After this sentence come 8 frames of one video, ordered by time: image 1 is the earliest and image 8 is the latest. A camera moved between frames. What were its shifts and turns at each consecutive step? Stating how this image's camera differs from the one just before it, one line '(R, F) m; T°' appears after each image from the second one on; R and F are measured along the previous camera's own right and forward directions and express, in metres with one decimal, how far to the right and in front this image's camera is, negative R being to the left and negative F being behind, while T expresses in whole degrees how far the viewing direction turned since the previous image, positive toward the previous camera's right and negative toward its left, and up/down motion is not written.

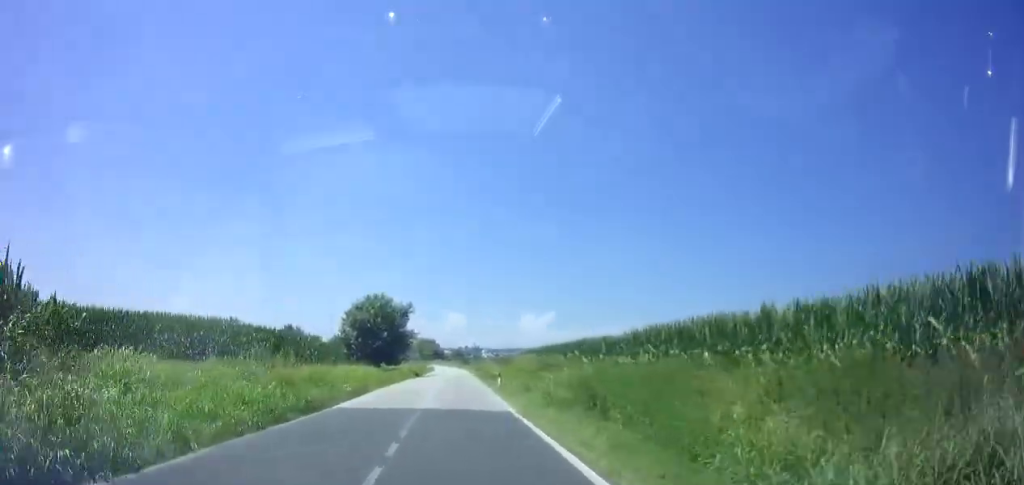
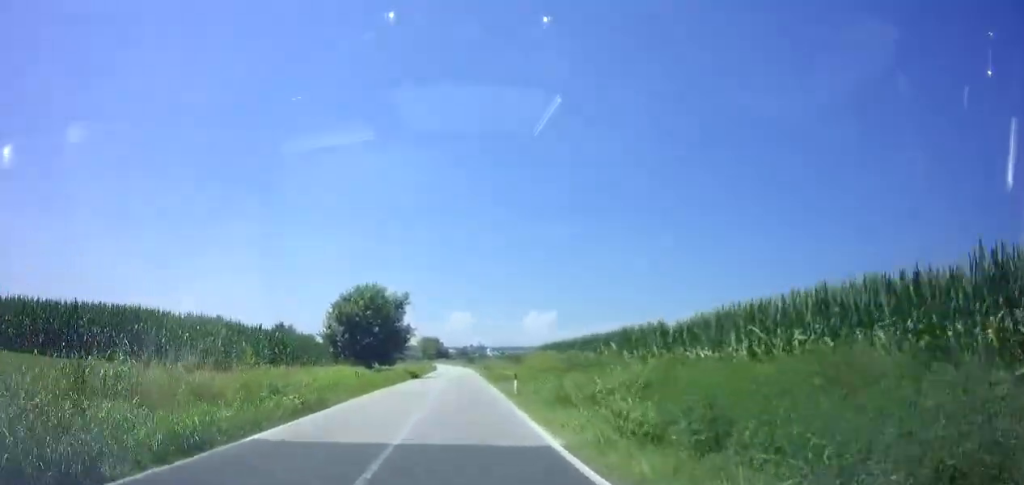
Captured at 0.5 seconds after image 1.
(-0.1, +7.5) m; 0°
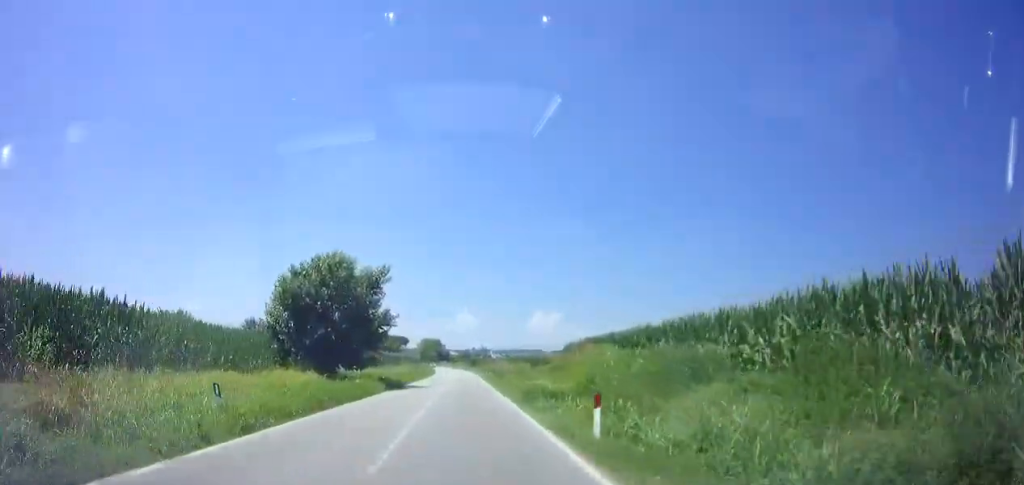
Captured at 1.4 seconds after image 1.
(+0.2, +14.2) m; +1°
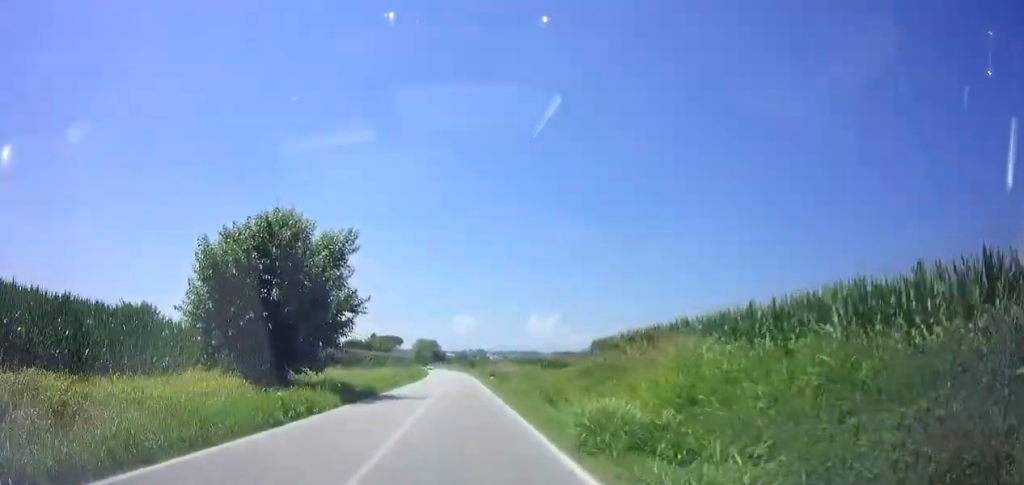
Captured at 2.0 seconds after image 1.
(0.0, +9.4) m; 0°
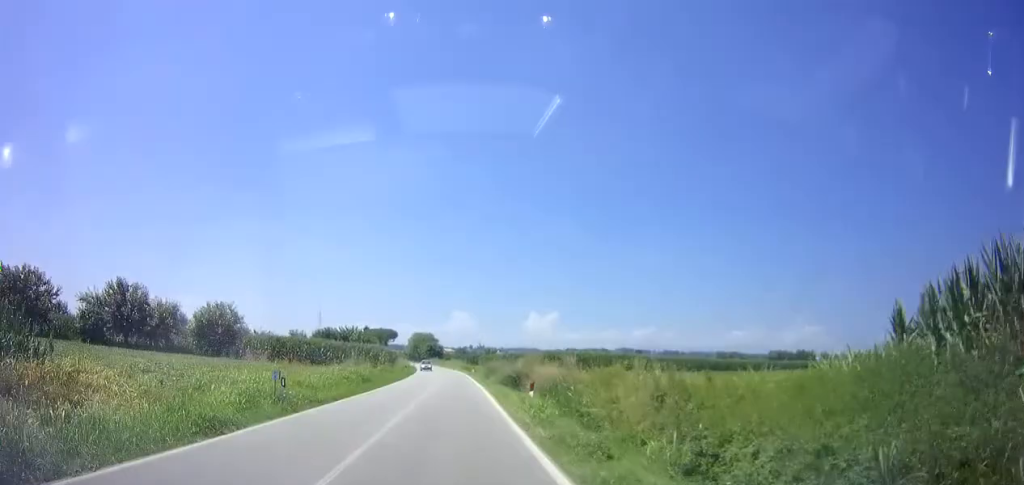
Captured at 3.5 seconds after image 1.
(-0.2, +23.8) m; -1°
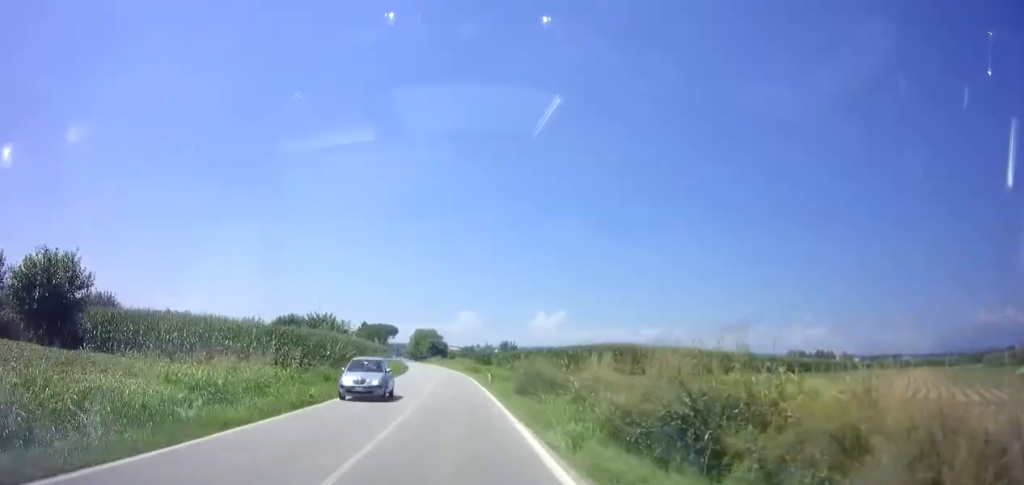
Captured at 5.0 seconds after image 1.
(-0.1, +24.3) m; -2°
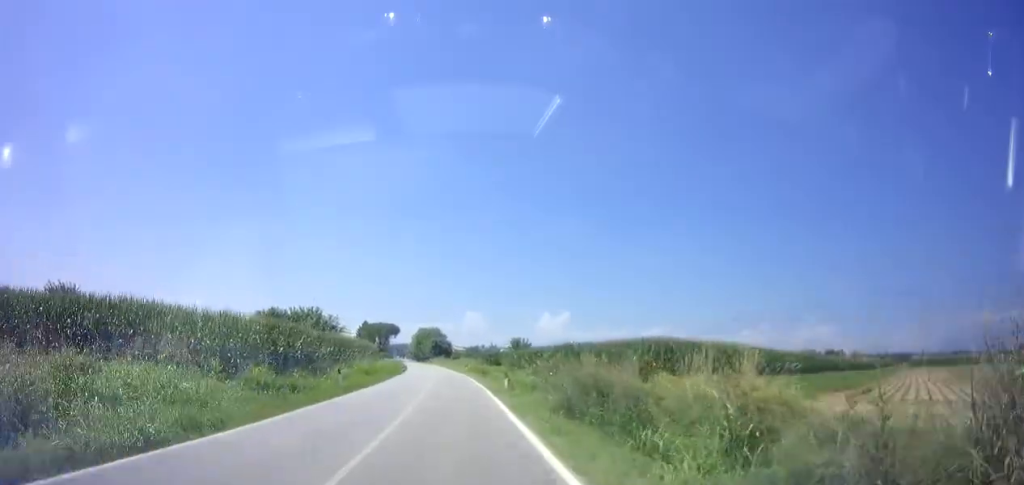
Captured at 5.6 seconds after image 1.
(-0.1, +9.2) m; -1°
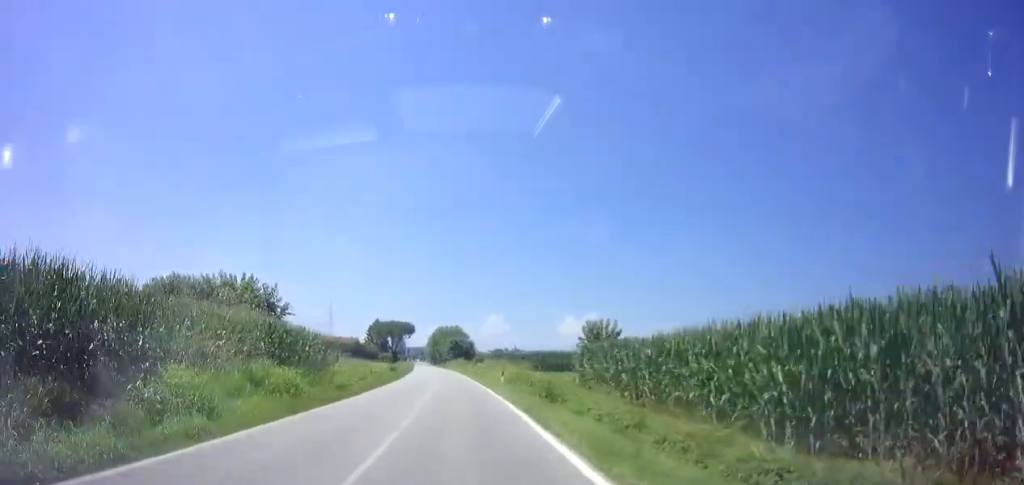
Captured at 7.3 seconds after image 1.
(-0.6, +27.0) m; -2°
